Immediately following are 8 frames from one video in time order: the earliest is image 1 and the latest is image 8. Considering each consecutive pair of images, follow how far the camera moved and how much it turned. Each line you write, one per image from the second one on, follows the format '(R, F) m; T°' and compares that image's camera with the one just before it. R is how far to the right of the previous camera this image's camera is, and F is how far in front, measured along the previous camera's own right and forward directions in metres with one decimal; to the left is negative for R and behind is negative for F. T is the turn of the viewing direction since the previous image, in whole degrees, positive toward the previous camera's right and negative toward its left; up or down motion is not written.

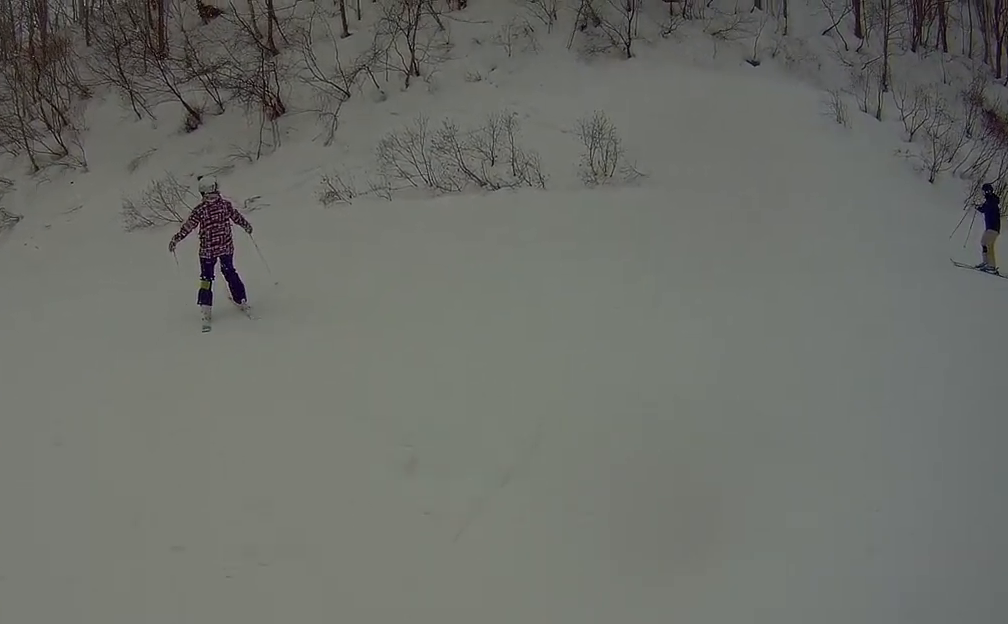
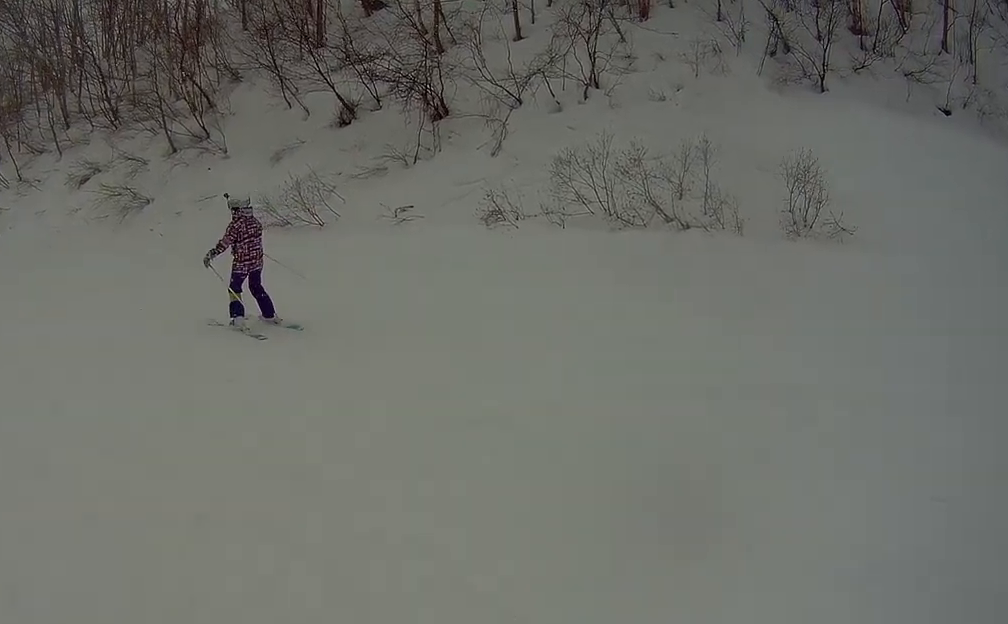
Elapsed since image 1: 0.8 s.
(+0.4, +2.9) m; +1°
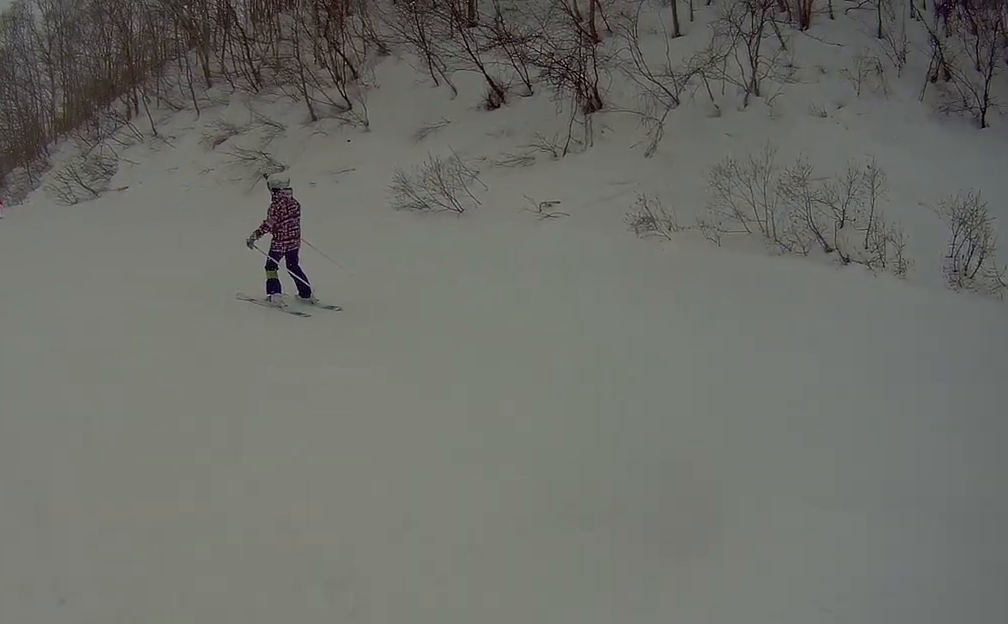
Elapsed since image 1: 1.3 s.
(+0.4, +1.5) m; 0°
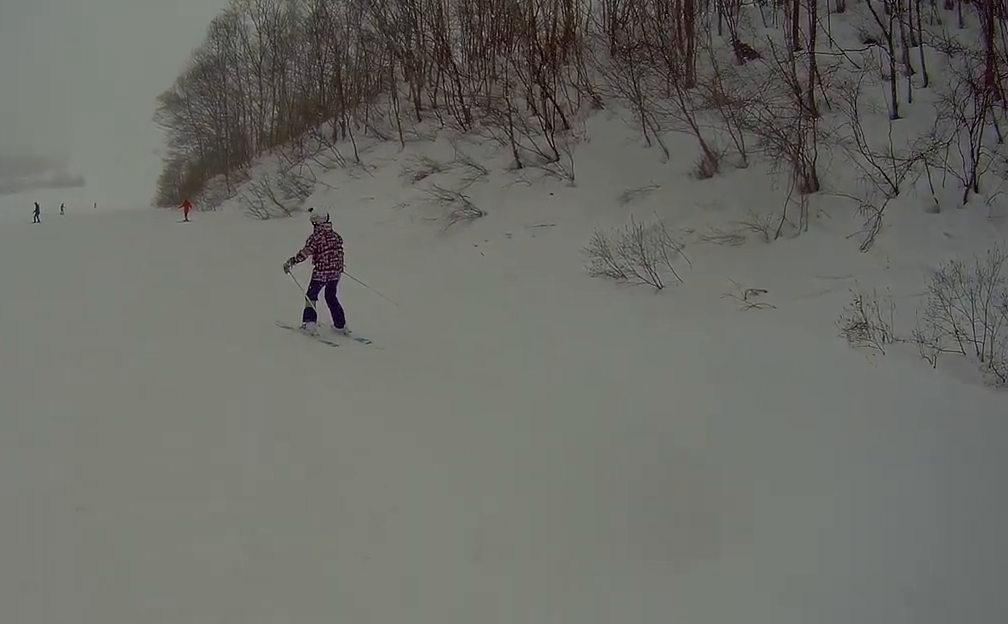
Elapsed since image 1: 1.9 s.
(-0.6, +2.1) m; -10°
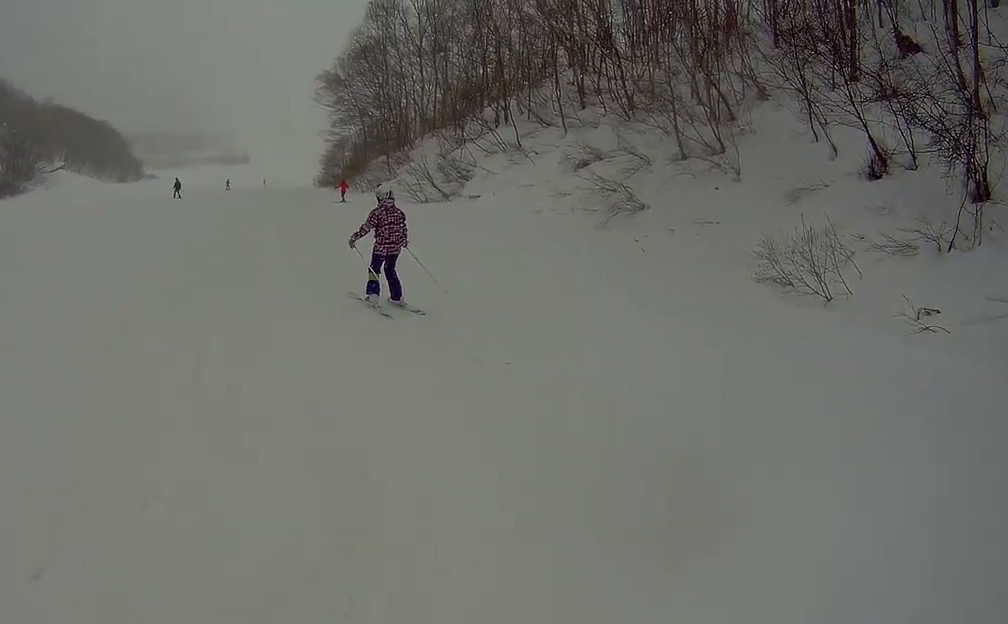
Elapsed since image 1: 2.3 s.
(-0.2, +1.6) m; -6°
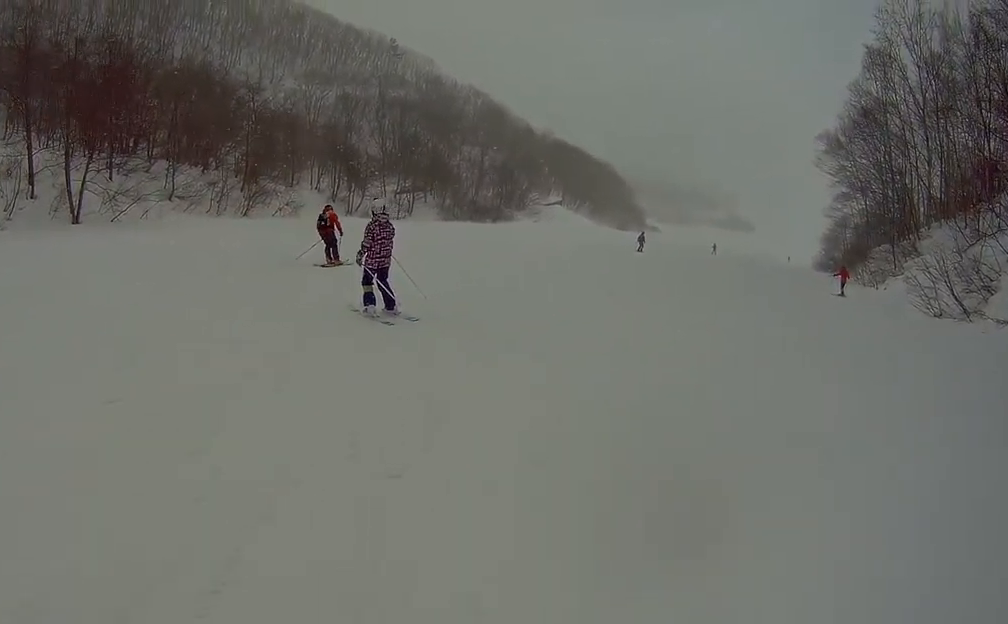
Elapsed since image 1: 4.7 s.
(-1.4, +8.3) m; -48°
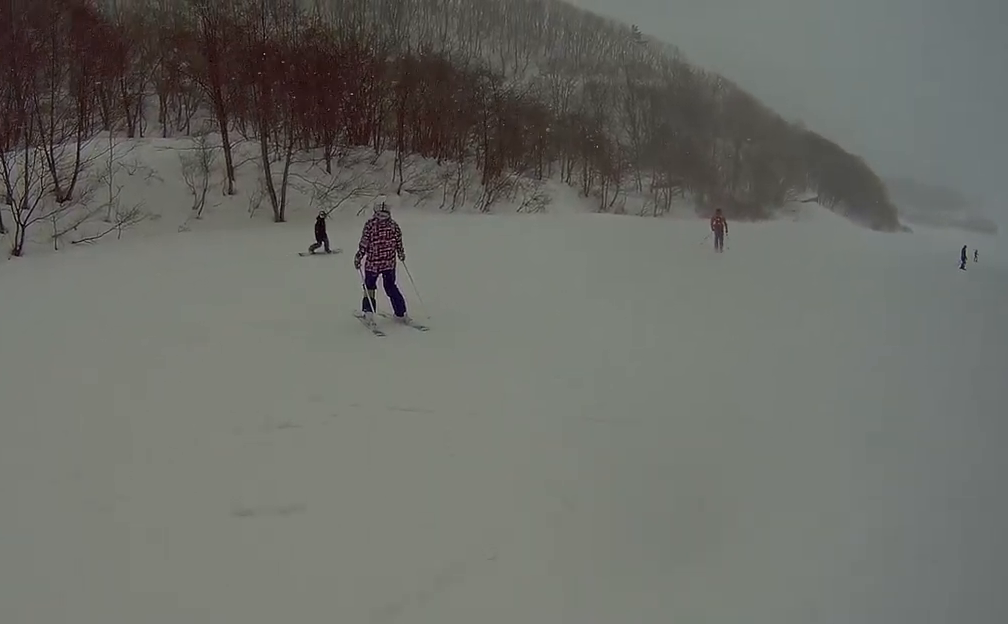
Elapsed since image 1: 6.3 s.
(-2.9, +5.6) m; -44°
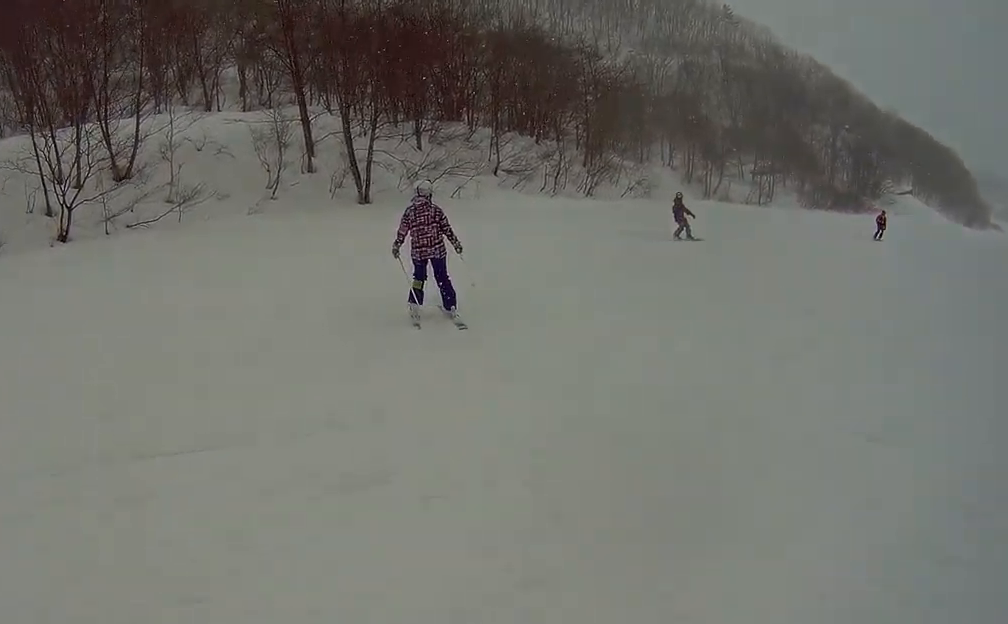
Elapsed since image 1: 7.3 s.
(-0.6, +4.8) m; 0°
